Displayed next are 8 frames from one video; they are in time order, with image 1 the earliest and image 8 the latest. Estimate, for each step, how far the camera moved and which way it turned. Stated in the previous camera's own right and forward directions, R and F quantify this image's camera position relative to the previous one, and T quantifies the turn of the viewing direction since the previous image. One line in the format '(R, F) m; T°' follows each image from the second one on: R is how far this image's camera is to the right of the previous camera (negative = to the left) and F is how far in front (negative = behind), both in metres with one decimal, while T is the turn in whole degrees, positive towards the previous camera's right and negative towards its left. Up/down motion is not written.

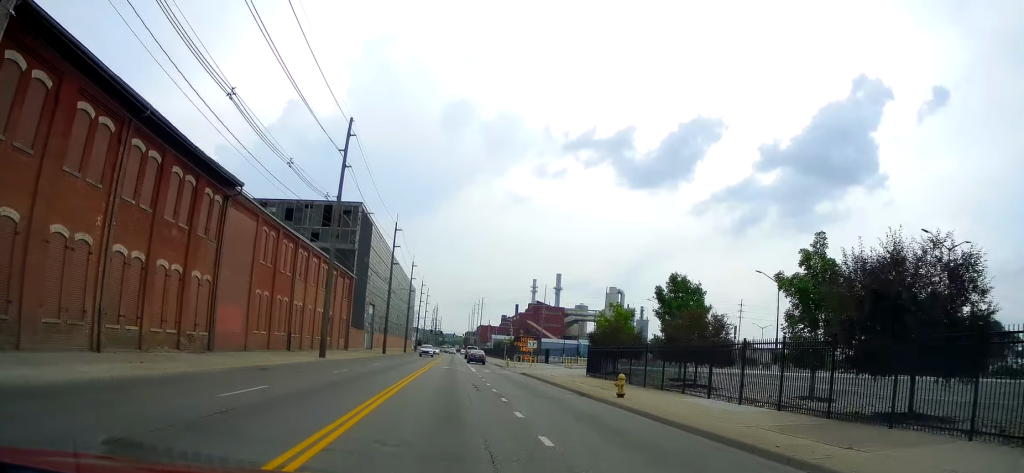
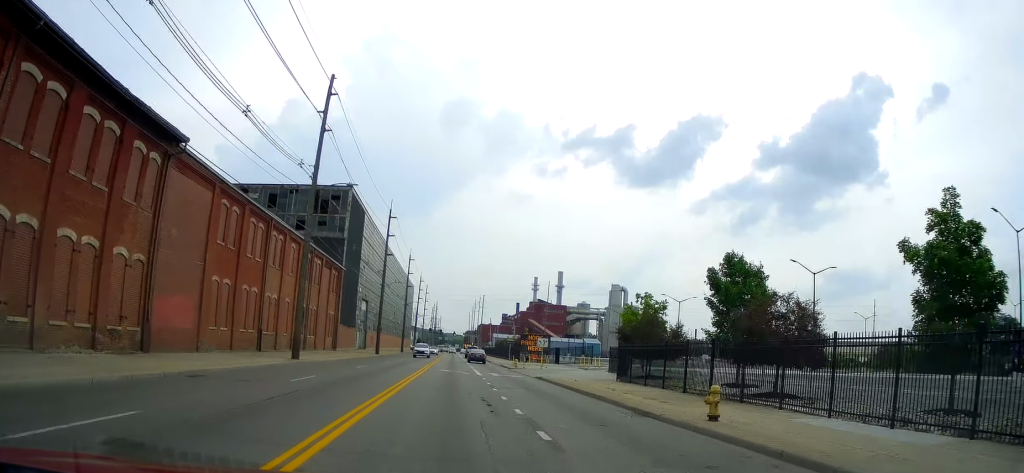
(0.0, +7.5) m; -1°
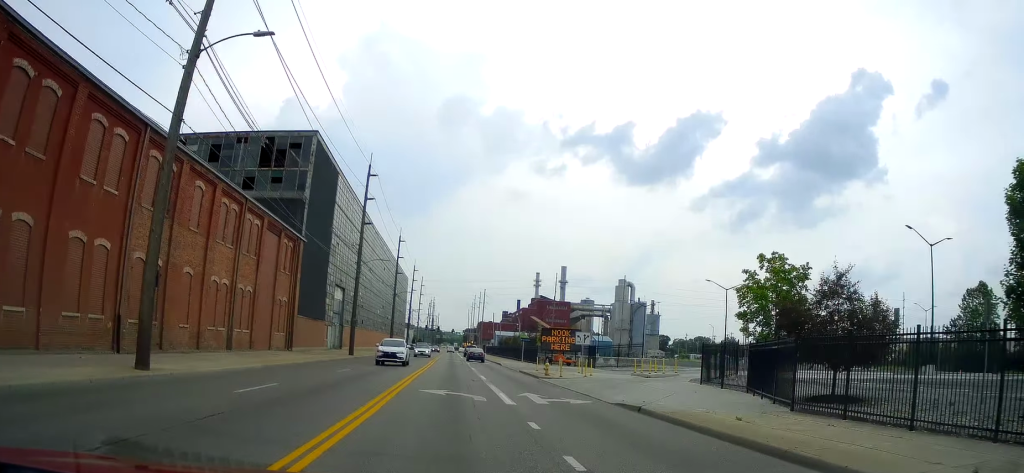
(-0.3, +17.8) m; +2°
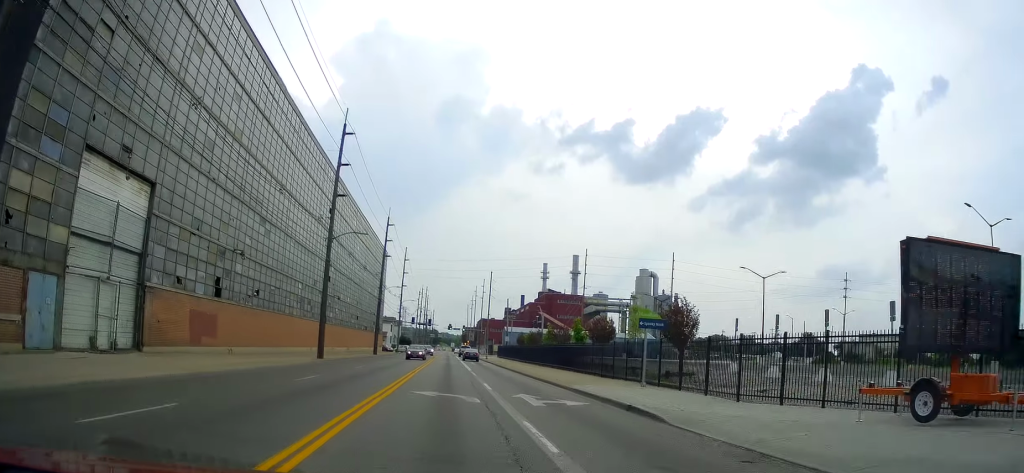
(+0.1, +44.9) m; -1°
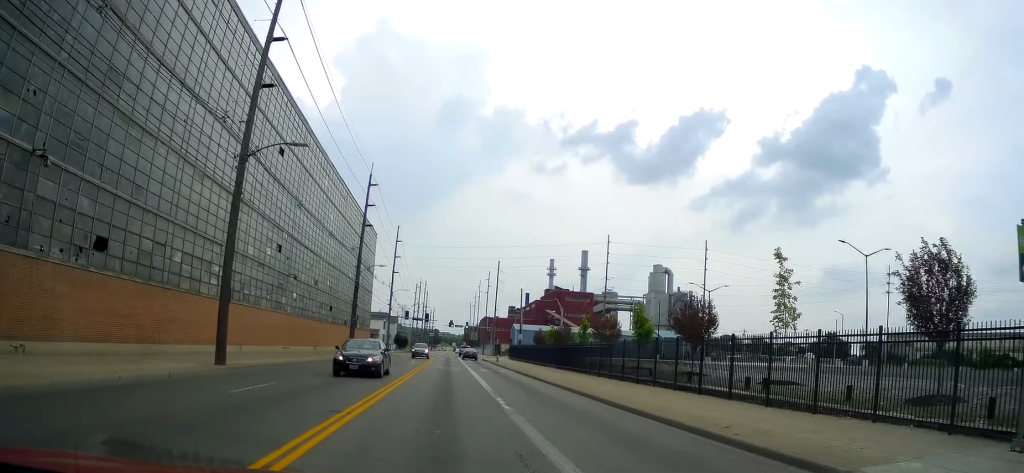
(+0.4, +18.8) m; +1°
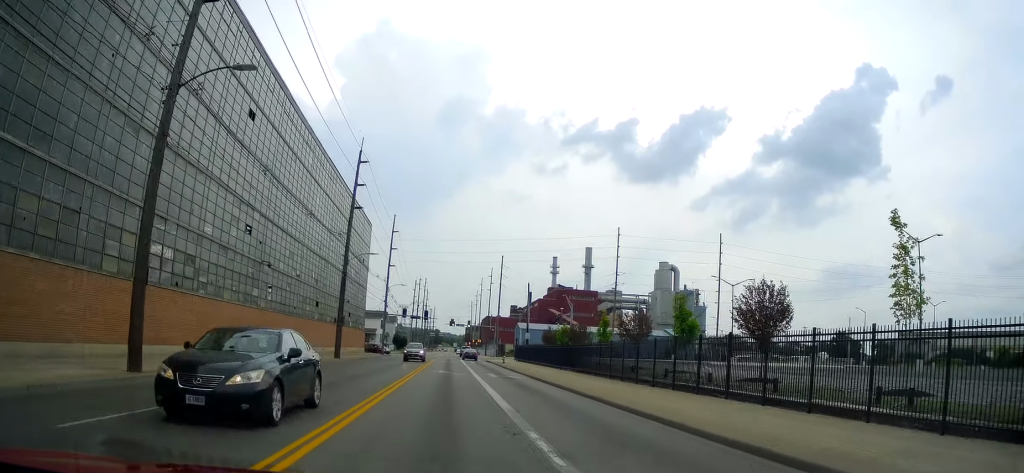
(-0.1, +7.1) m; 0°
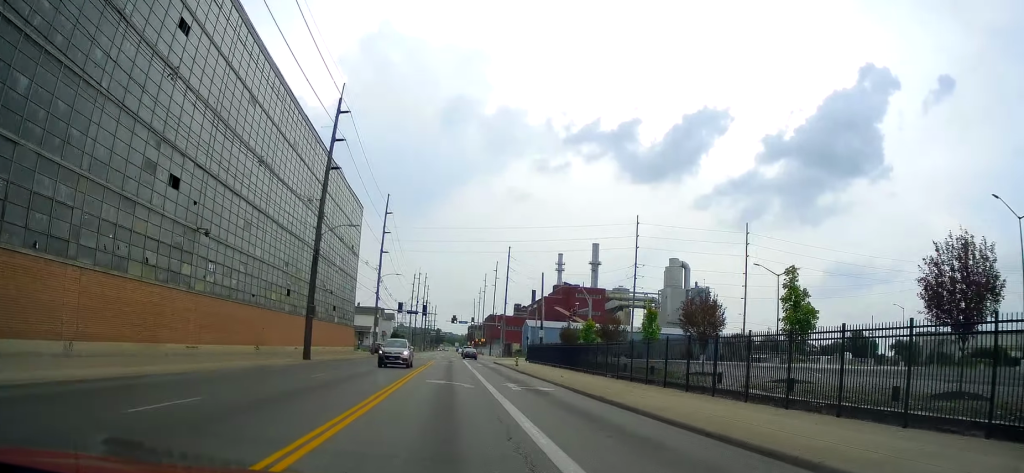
(0.0, +11.2) m; 0°
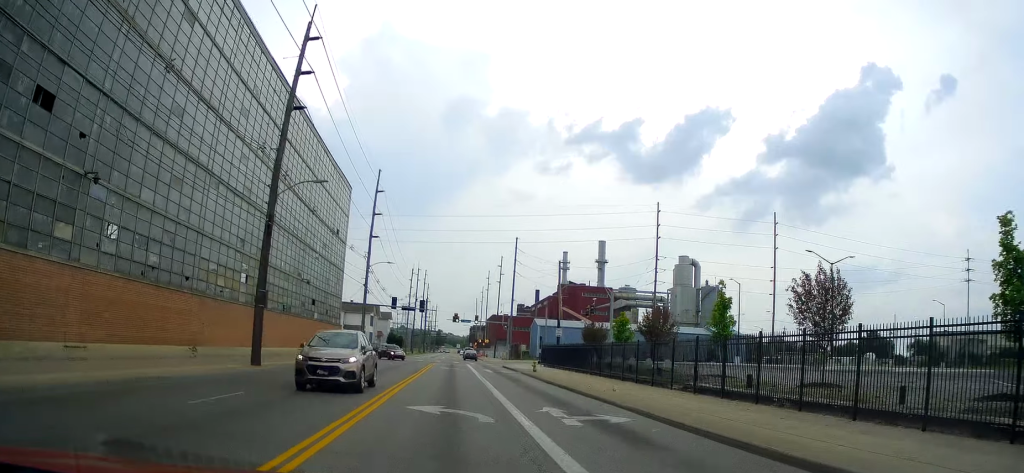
(+0.1, +10.7) m; 0°
